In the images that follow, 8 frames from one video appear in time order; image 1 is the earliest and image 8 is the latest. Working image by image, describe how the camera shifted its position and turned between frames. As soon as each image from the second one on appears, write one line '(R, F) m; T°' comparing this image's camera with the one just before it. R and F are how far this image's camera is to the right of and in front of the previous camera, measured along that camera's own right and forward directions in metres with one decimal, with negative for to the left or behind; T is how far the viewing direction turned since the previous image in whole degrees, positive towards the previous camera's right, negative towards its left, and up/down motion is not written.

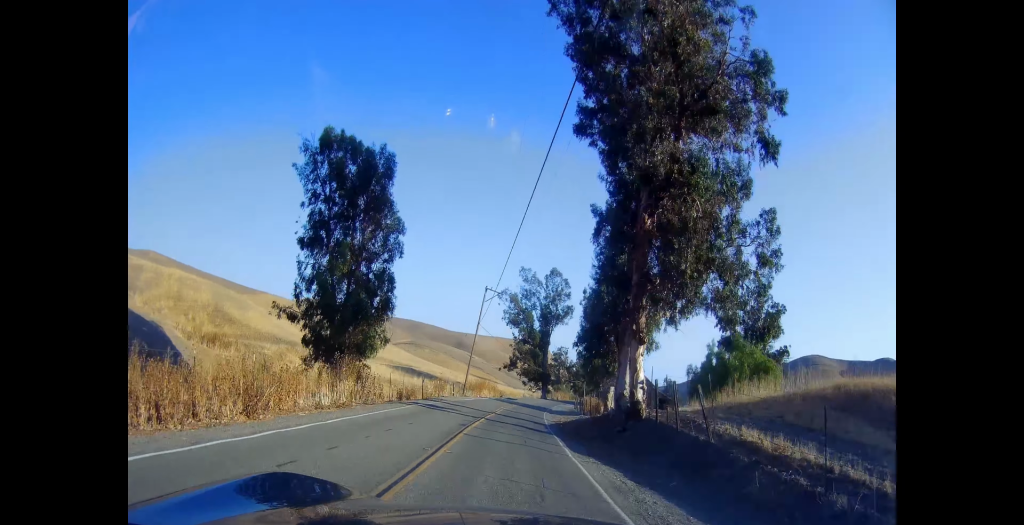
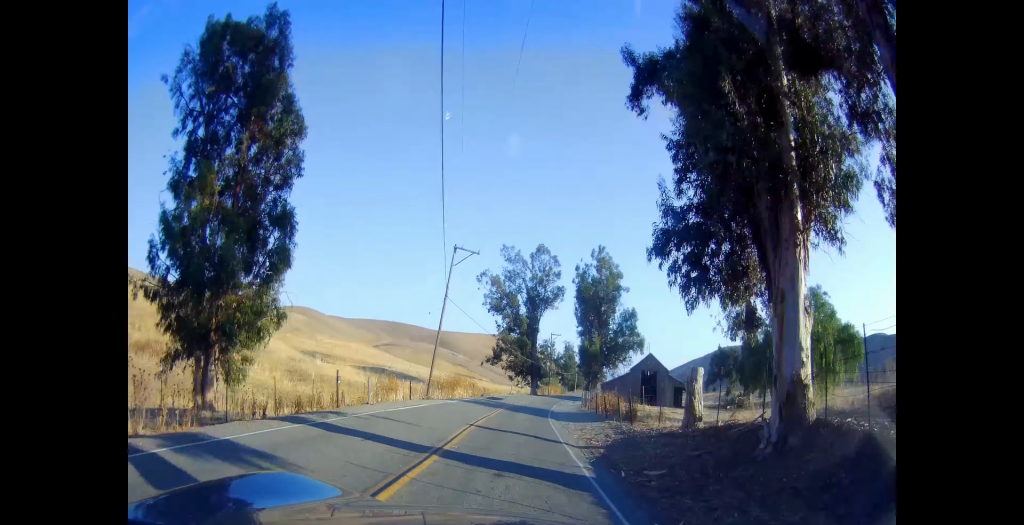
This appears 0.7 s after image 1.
(-0.3, +16.3) m; 0°
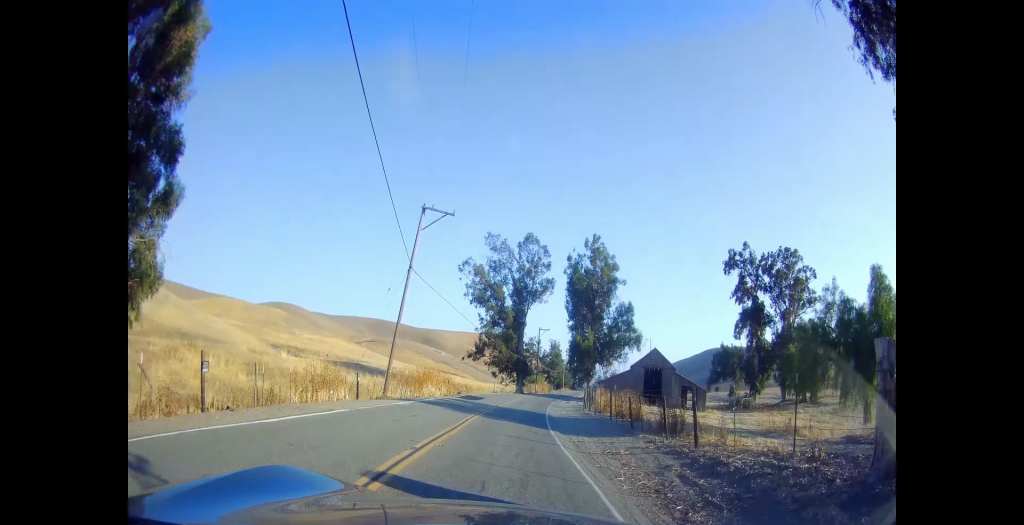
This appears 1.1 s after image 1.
(-0.3, +9.6) m; +1°
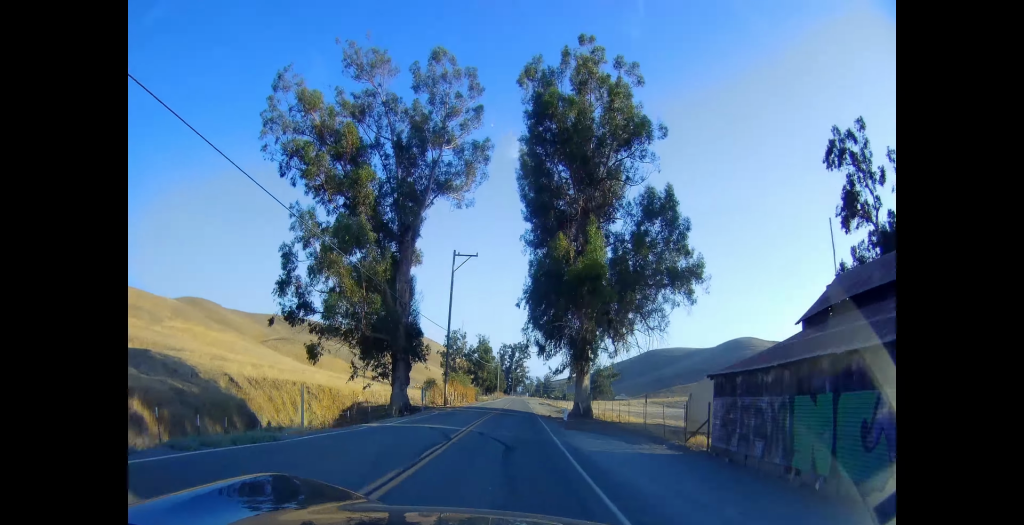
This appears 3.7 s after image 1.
(+6.3, +58.6) m; +10°
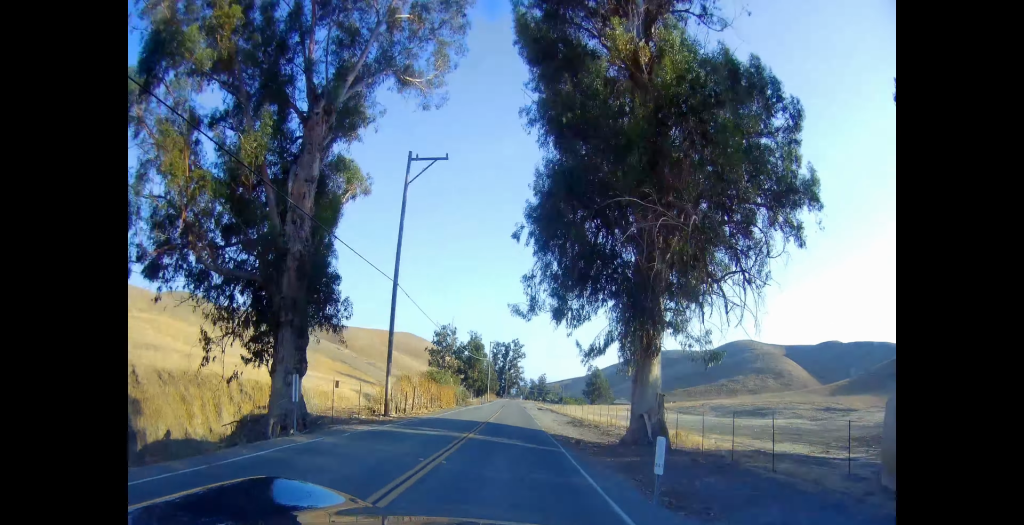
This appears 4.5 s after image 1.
(+0.3, +18.7) m; +1°
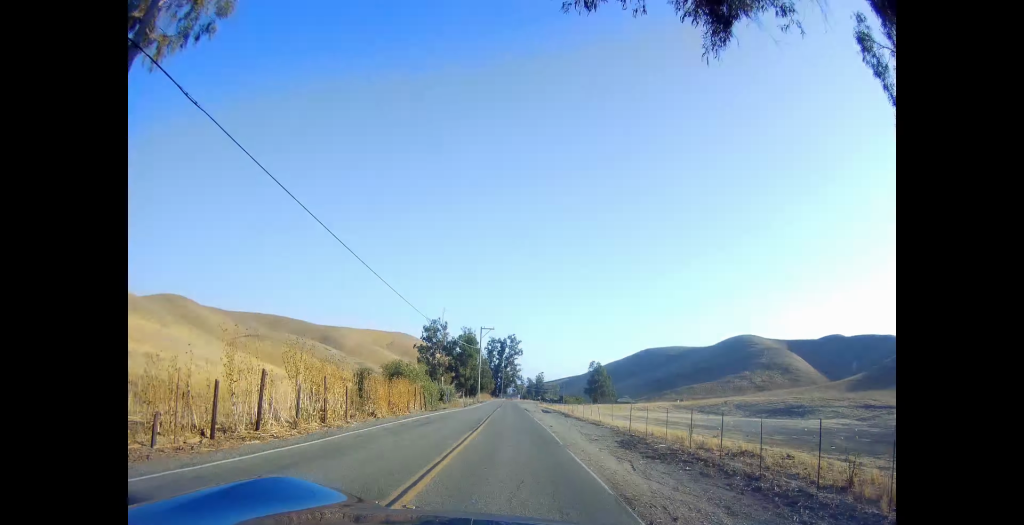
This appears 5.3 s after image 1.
(0.0, +20.6) m; +1°
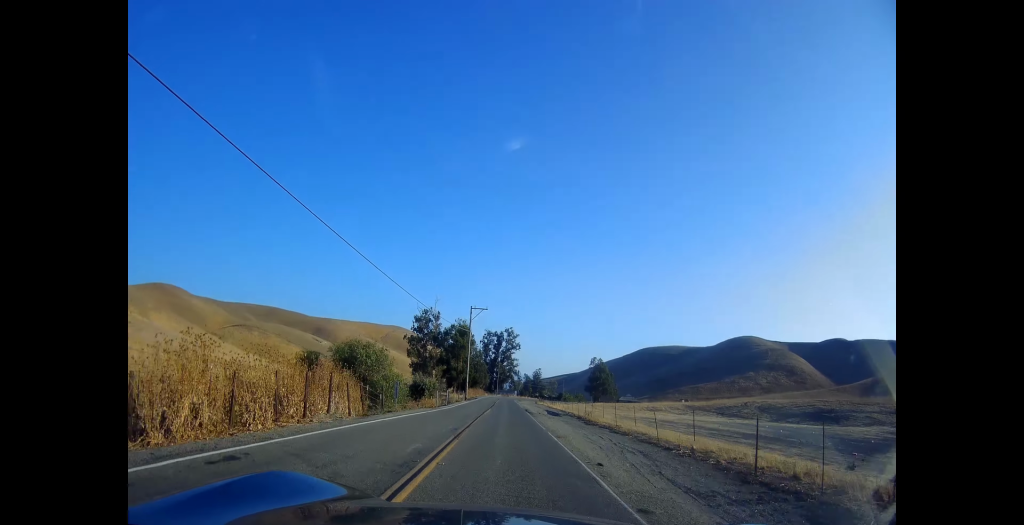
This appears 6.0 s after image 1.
(+0.2, +15.7) m; +1°
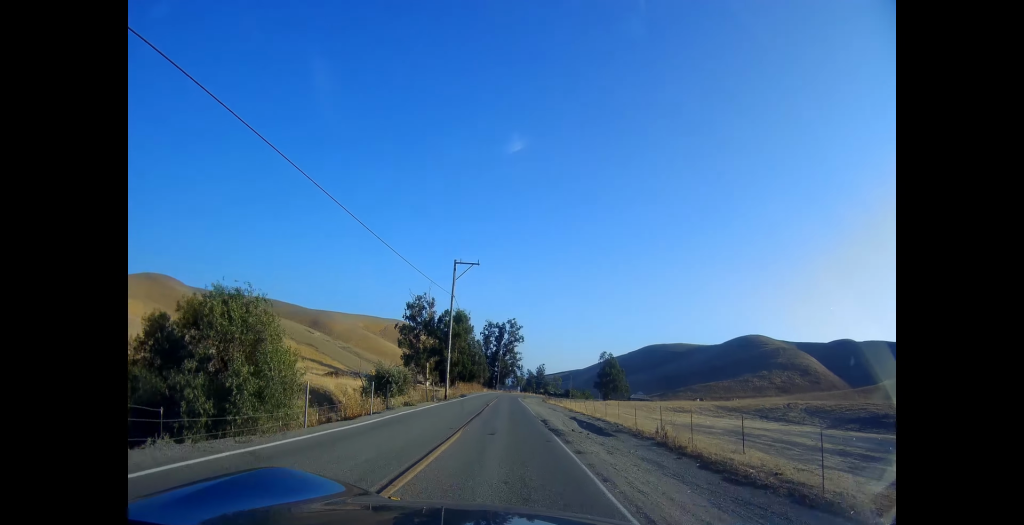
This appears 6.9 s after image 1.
(+0.2, +21.7) m; 0°
